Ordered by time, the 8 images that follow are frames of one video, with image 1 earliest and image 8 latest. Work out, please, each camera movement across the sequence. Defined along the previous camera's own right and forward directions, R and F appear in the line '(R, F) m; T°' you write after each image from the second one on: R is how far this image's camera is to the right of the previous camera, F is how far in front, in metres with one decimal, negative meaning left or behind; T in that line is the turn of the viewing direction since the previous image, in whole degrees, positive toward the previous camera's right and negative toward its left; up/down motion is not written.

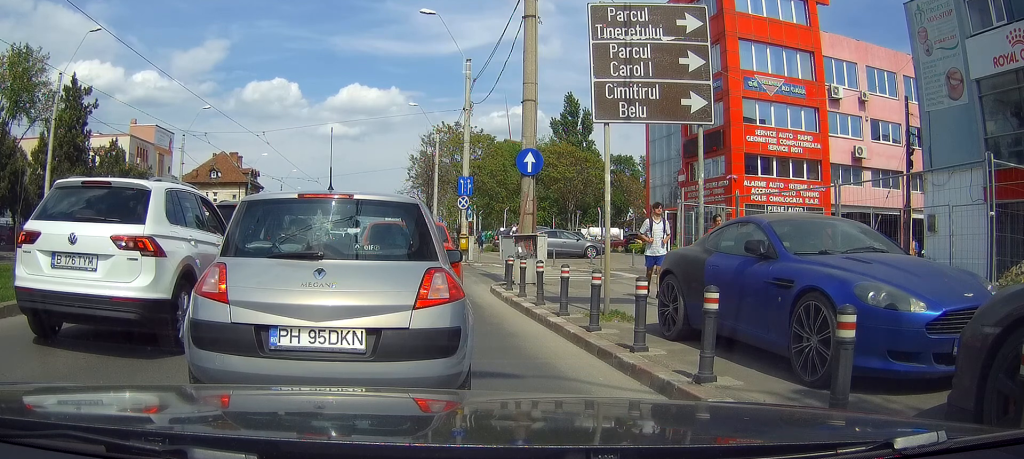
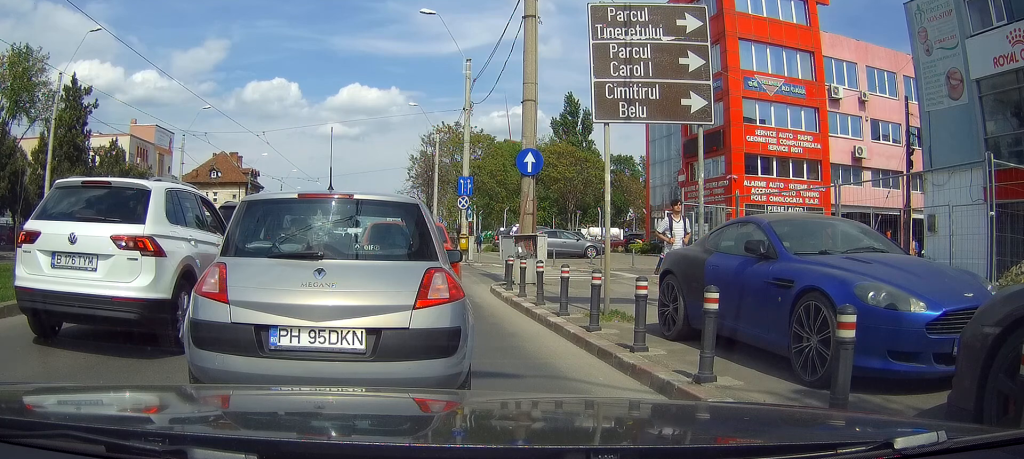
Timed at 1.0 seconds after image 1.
(0.0, 0.0) m; 0°
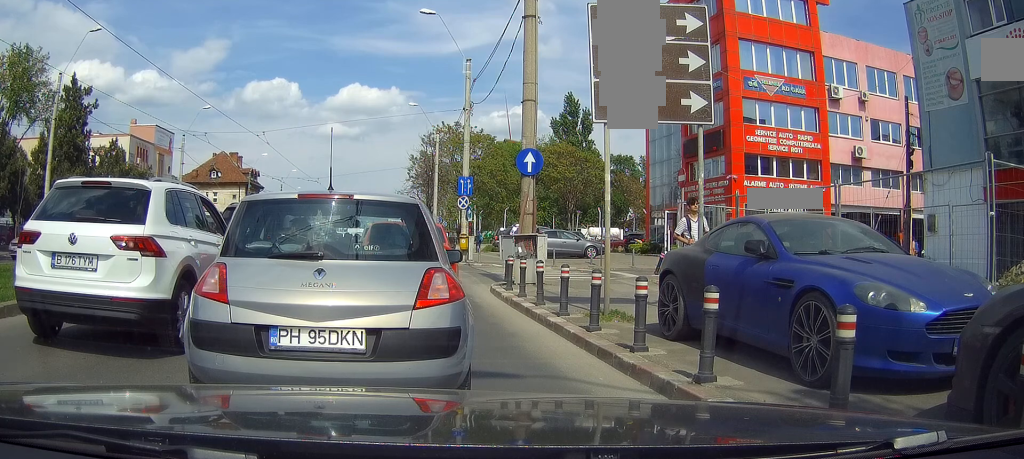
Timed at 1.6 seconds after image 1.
(0.0, 0.0) m; 0°
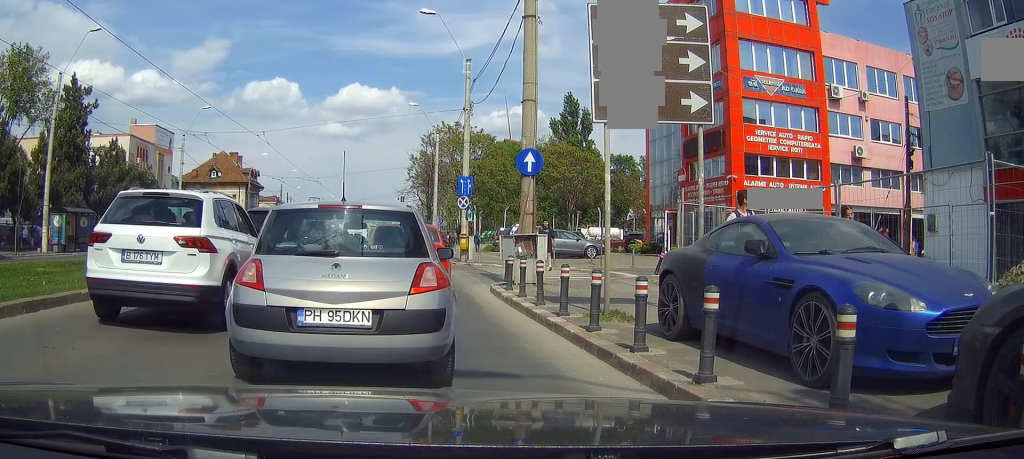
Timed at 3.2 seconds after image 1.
(0.0, +0.3) m; 0°
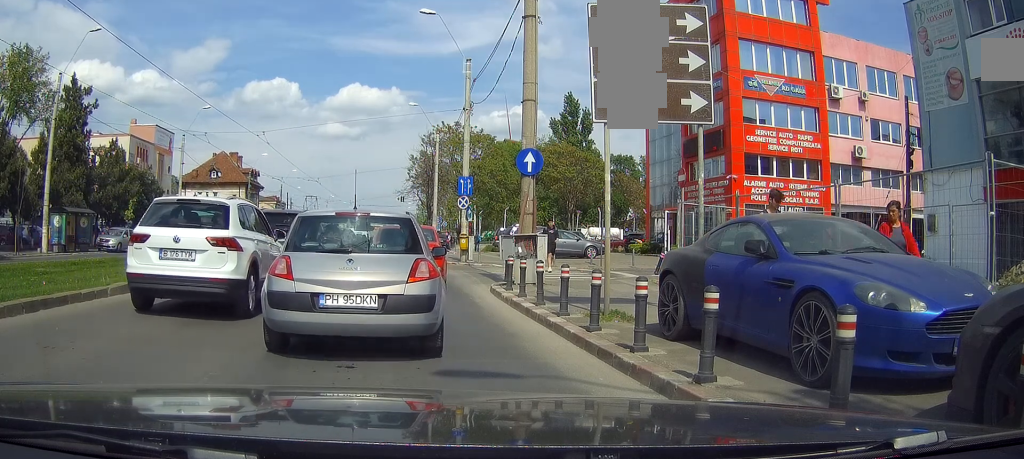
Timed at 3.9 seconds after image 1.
(0.0, +0.2) m; 0°
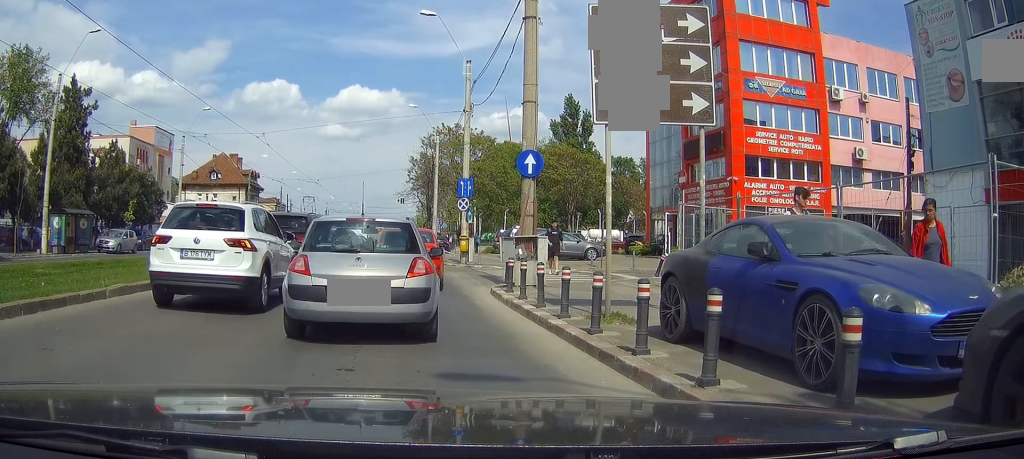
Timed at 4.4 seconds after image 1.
(0.0, +0.2) m; 0°
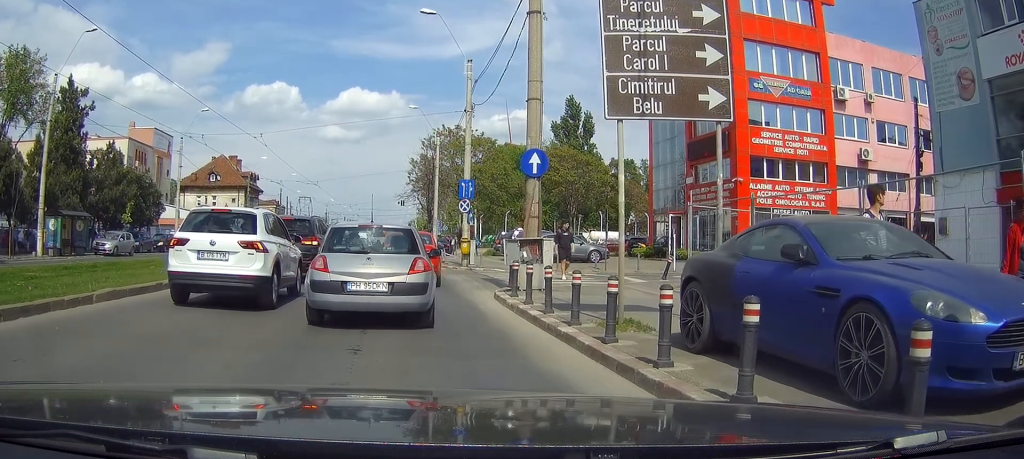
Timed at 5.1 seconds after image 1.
(0.0, +0.9) m; 0°
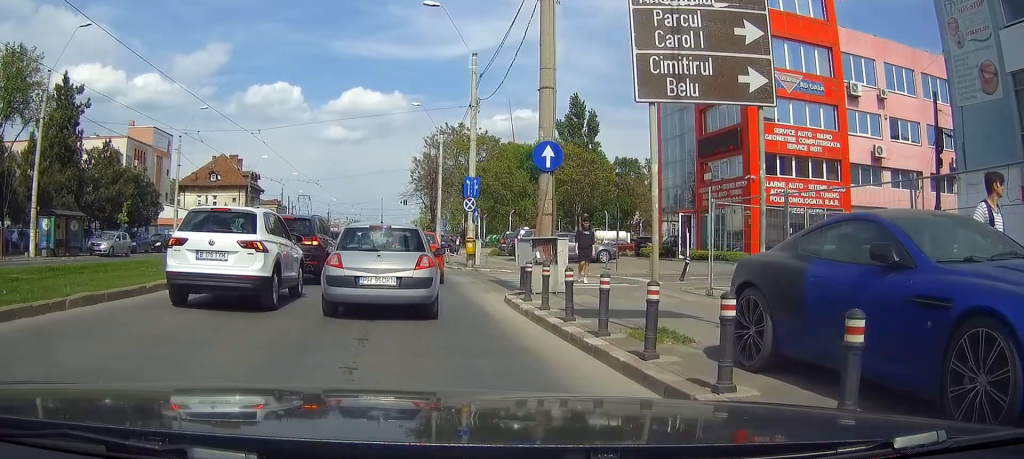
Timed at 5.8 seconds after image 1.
(0.0, +1.3) m; 0°
